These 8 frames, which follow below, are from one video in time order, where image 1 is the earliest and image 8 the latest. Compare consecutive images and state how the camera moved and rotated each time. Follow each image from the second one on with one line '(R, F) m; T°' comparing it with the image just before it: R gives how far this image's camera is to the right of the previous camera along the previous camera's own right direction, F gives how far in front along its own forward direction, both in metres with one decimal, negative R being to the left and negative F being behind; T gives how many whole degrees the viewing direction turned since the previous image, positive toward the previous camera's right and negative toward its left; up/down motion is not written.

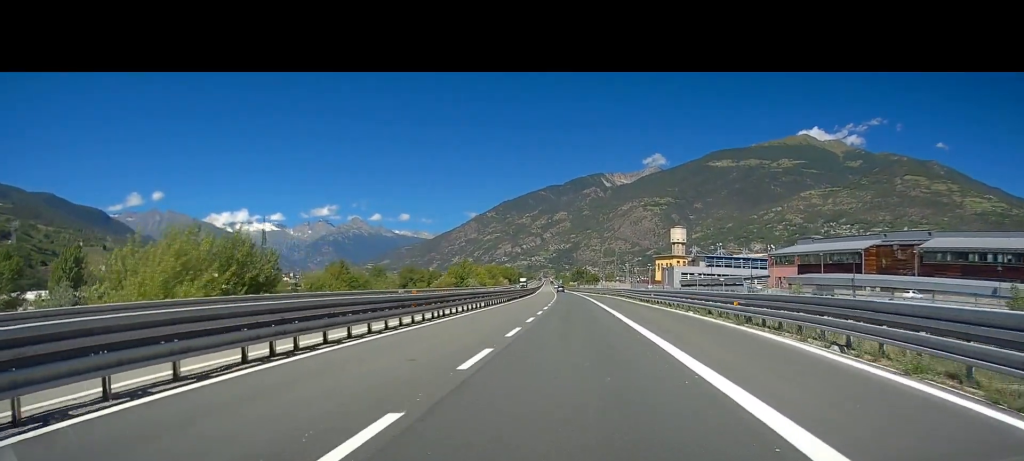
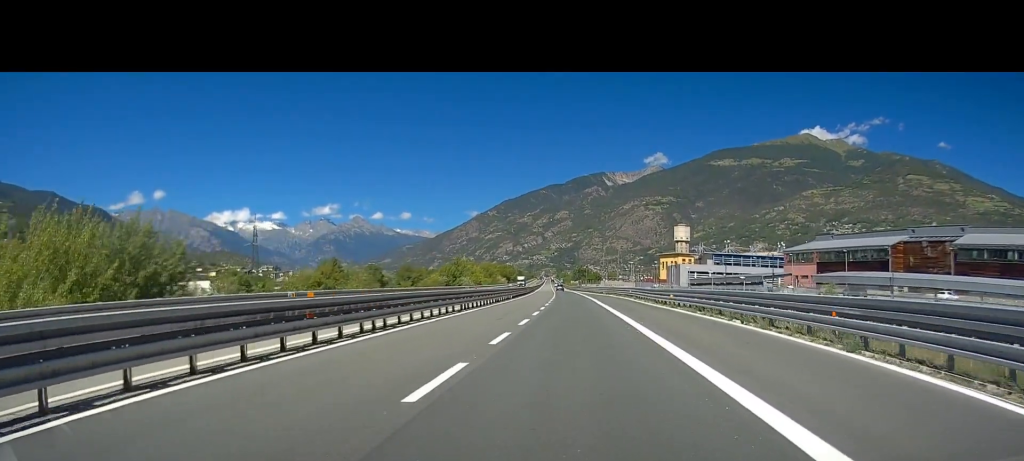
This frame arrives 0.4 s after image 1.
(0.0, +9.9) m; 0°
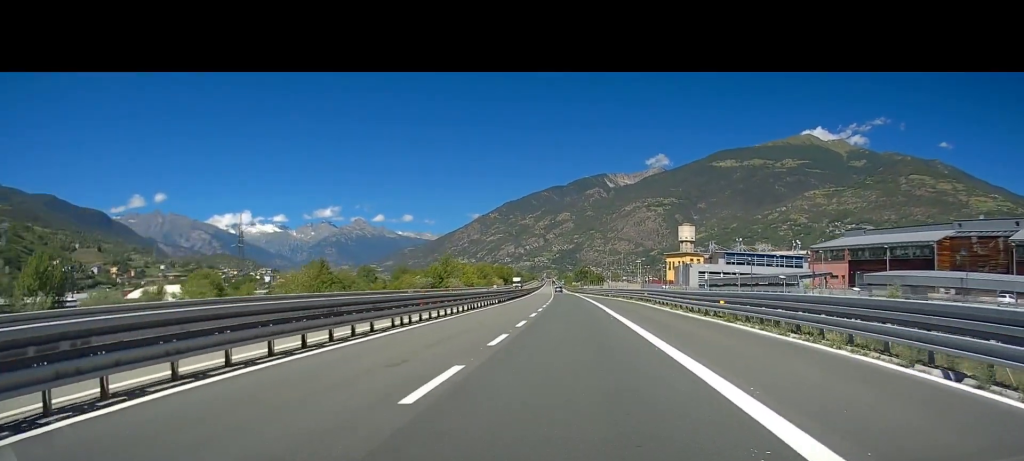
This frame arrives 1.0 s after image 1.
(0.0, +13.8) m; -1°
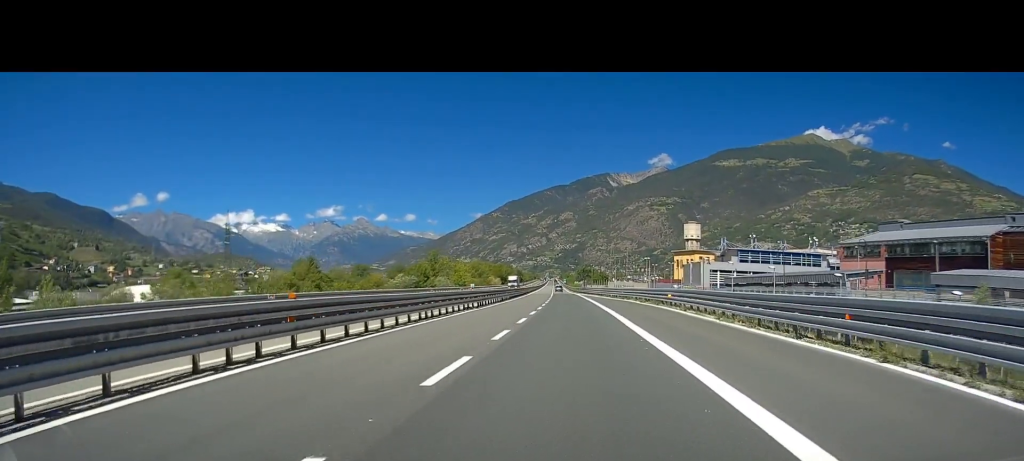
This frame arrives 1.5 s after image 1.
(0.0, +13.2) m; -1°
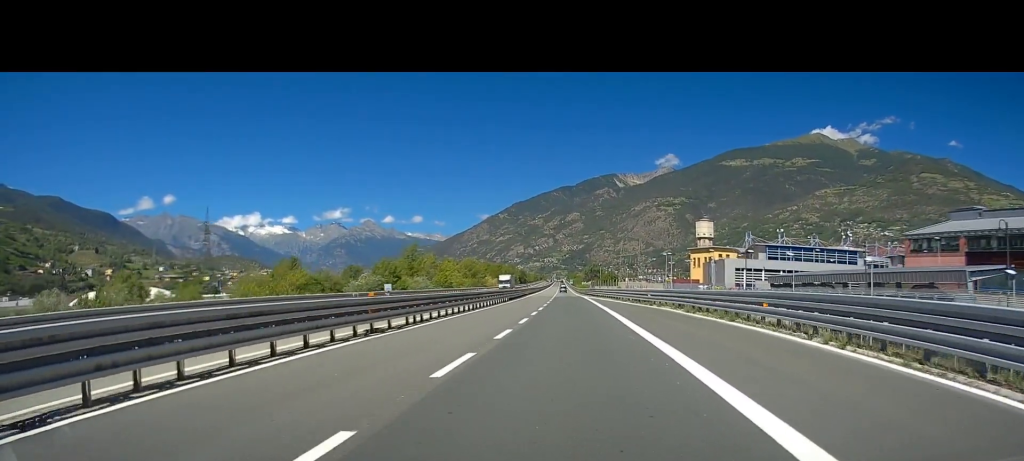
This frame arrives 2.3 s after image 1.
(-0.3, +22.8) m; -1°
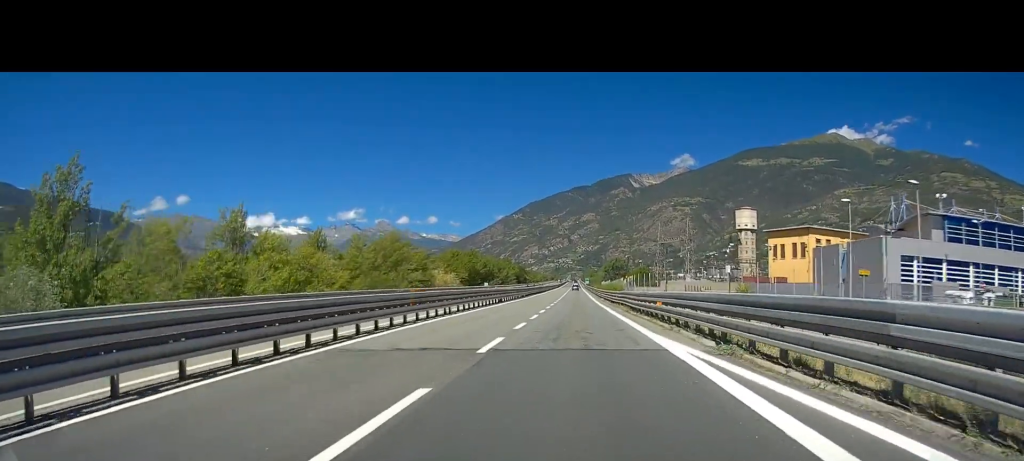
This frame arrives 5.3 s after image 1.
(-0.4, +89.1) m; 0°
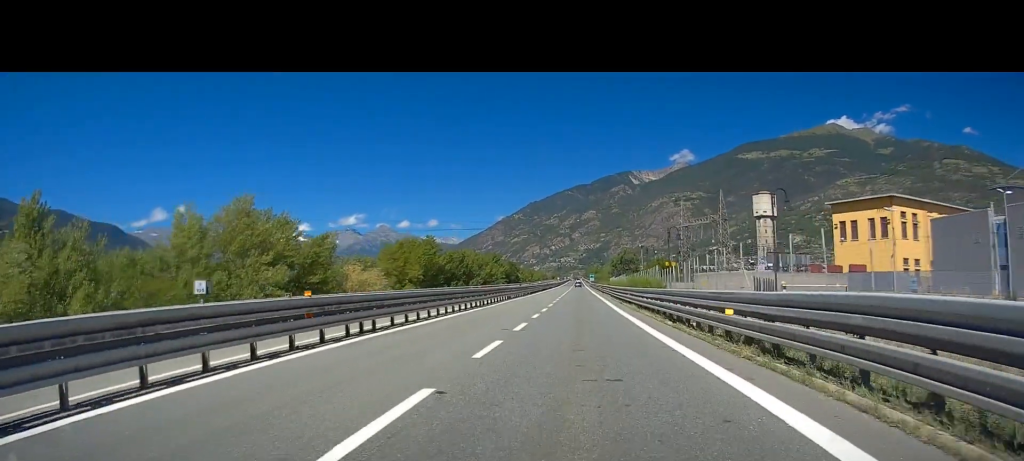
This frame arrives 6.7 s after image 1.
(-0.1, +39.3) m; -1°
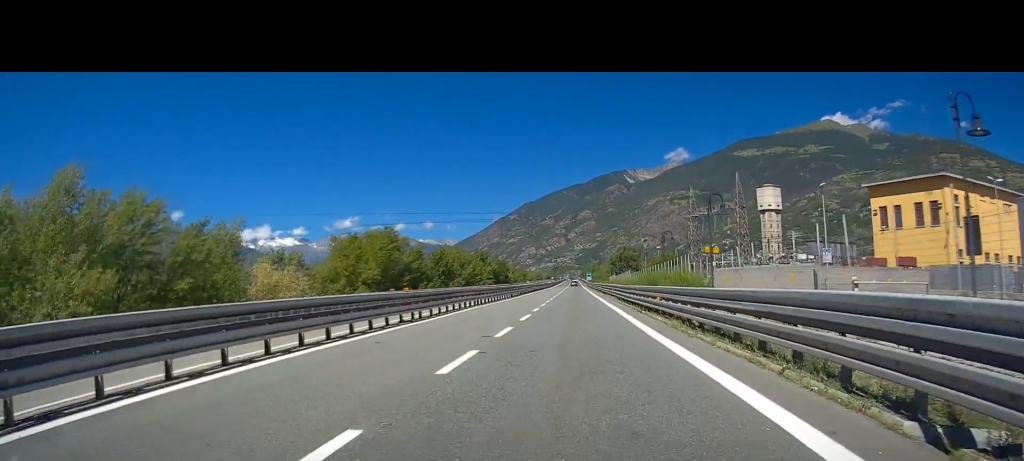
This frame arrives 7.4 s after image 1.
(-0.2, +17.3) m; -1°
